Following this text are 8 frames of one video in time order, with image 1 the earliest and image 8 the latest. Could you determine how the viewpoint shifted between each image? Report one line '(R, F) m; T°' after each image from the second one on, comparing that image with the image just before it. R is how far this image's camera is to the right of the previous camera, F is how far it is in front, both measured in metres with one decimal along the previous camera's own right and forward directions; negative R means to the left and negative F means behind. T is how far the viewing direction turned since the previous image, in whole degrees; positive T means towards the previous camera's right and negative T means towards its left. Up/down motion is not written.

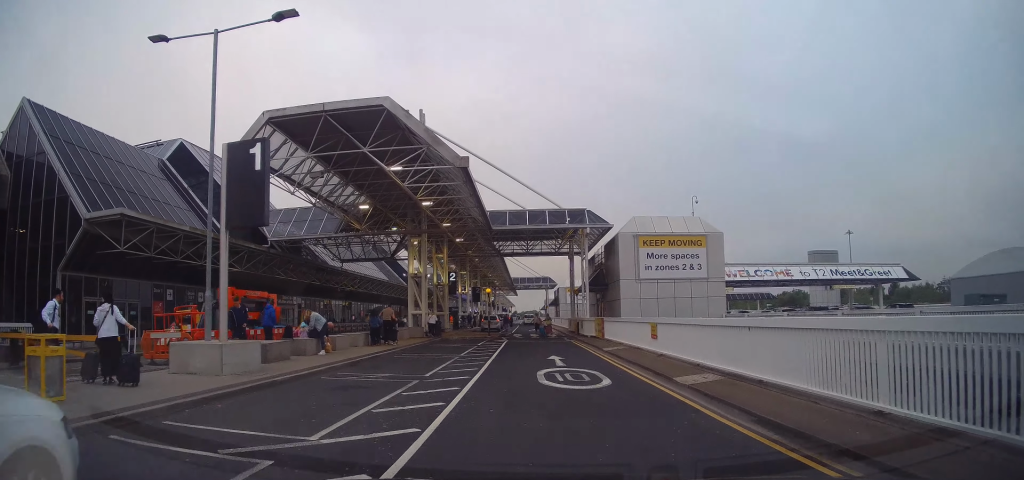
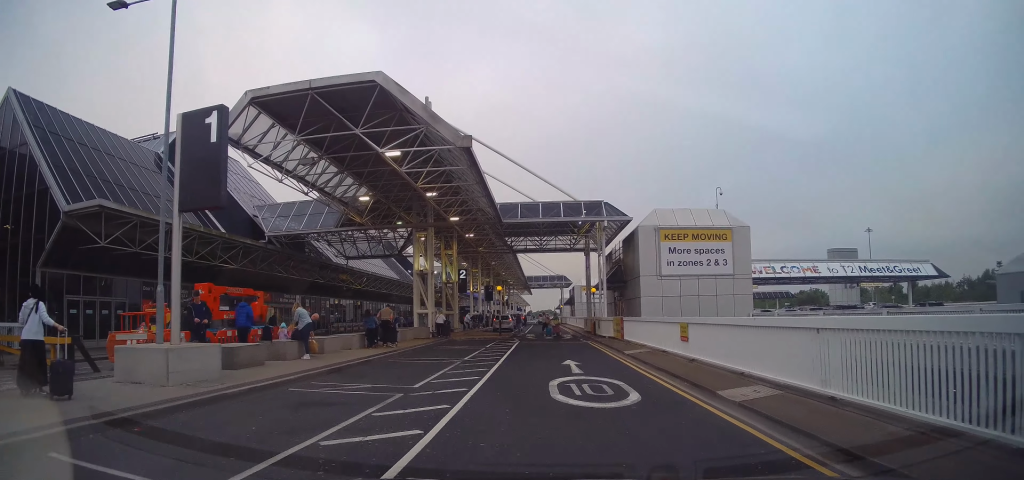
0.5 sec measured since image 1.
(0.0, +2.1) m; -2°
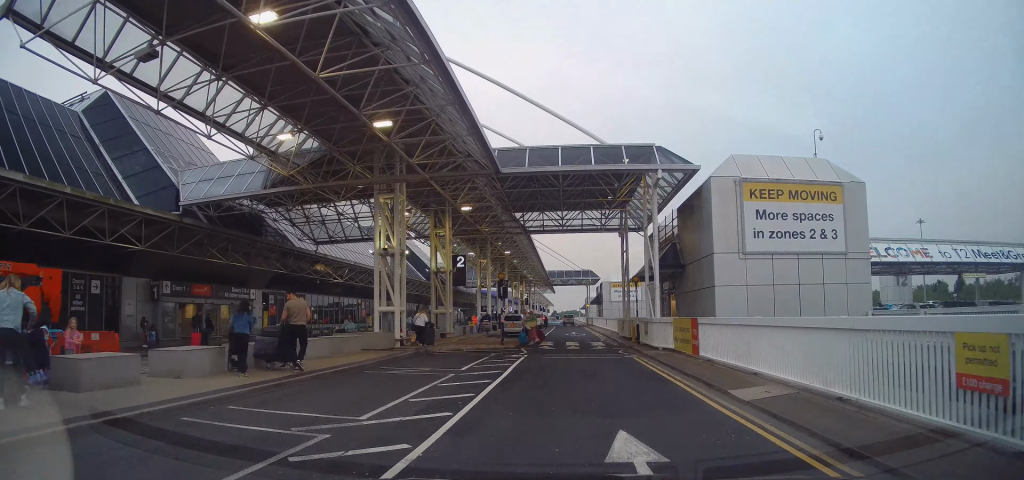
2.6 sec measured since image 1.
(+0.2, +10.2) m; 0°
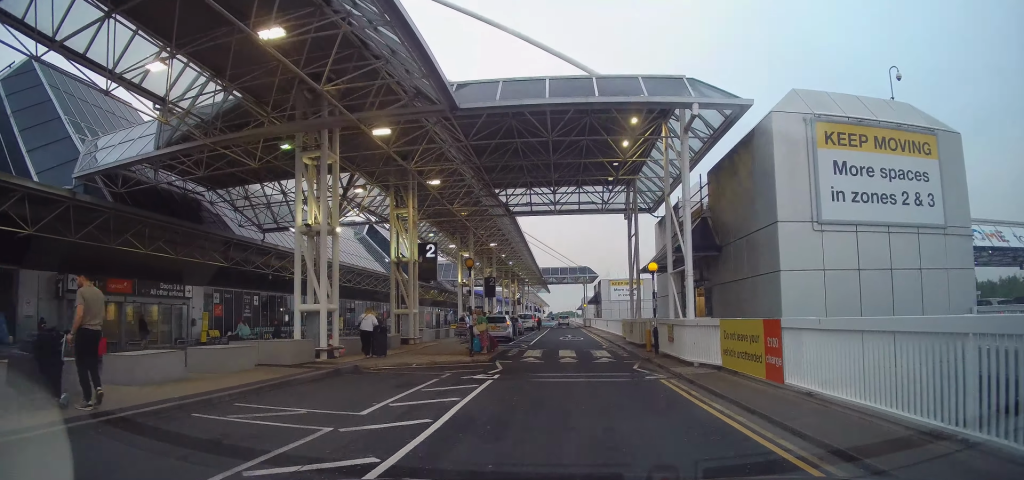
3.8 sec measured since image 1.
(-0.5, +6.1) m; -7°
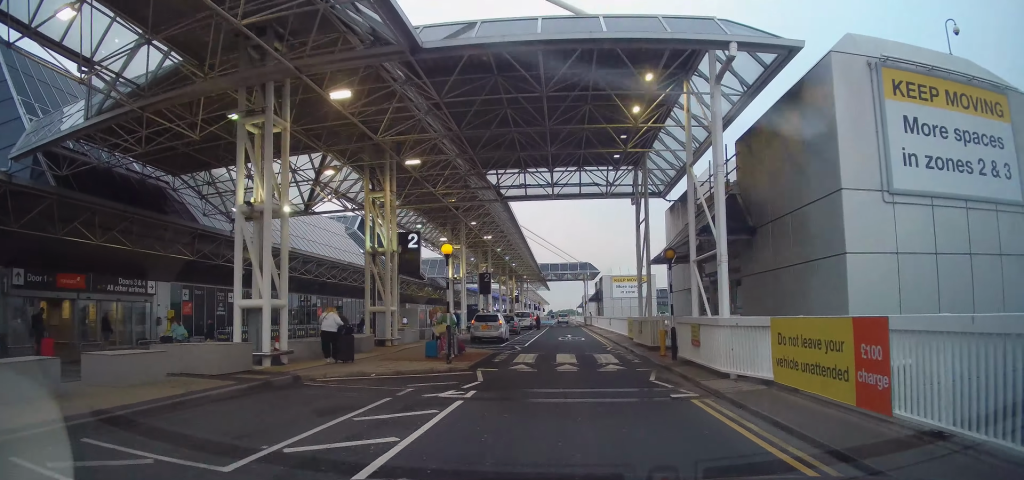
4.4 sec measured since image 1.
(0.0, +3.0) m; +2°
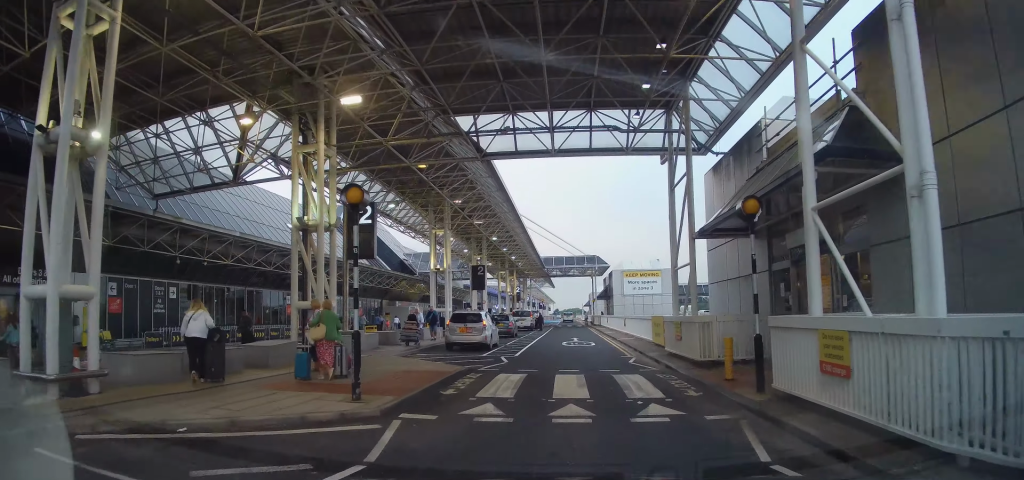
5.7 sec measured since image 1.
(+0.4, +6.1) m; +6°
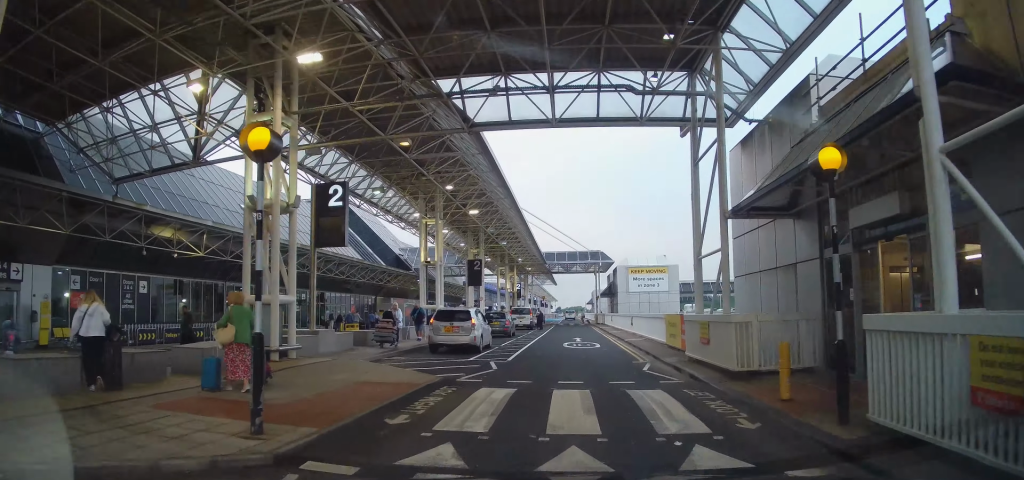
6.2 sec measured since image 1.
(0.0, +2.5) m; +1°
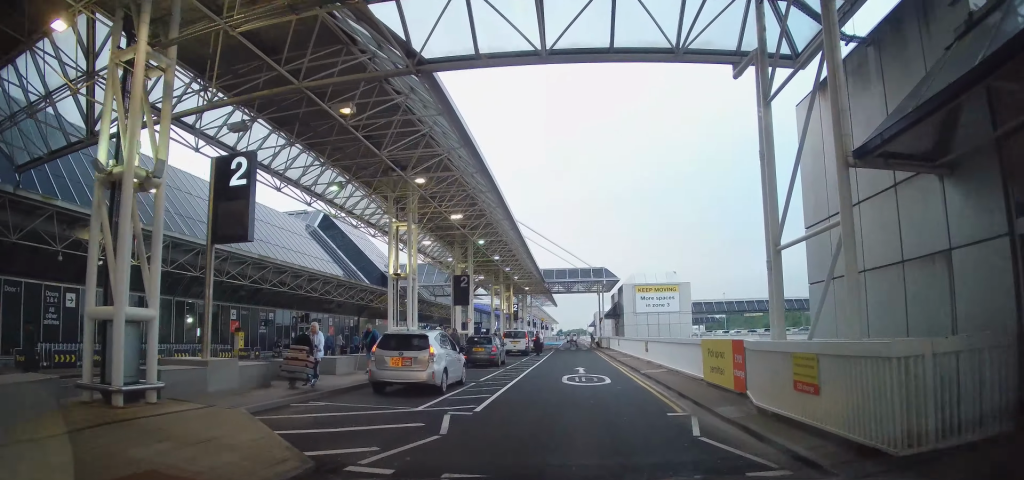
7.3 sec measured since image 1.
(0.0, +5.0) m; -4°
